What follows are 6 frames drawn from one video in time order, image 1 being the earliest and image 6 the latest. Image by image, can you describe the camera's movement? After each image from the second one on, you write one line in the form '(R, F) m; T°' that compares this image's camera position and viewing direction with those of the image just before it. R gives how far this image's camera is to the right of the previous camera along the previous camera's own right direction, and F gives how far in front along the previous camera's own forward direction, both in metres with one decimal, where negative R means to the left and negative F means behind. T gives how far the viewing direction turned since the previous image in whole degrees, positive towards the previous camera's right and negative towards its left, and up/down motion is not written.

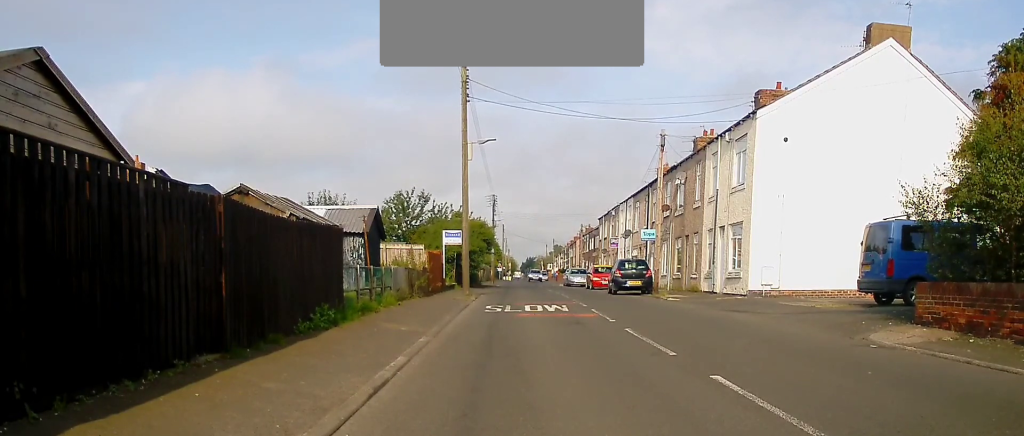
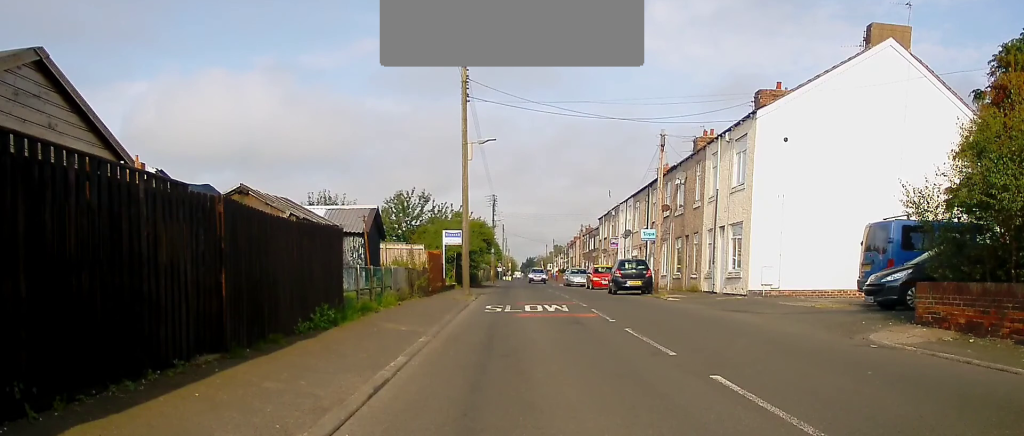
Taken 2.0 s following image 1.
(0.0, 0.0) m; 0°
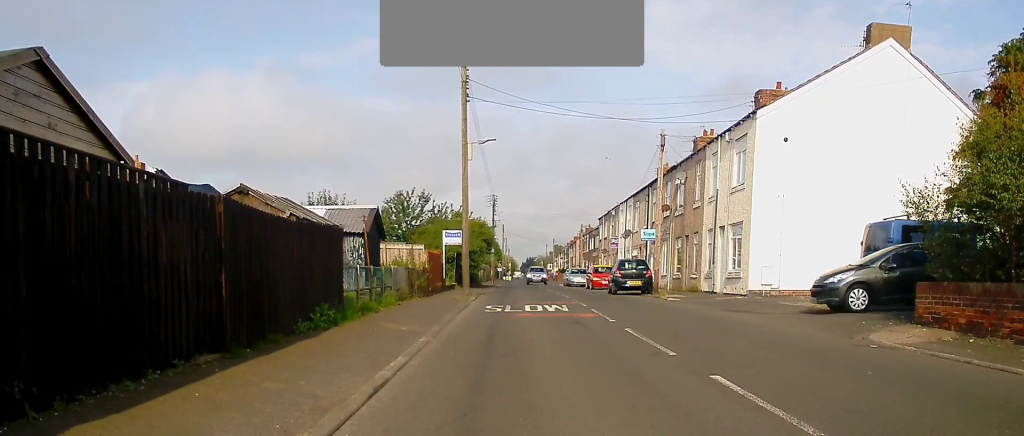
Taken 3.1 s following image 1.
(0.0, 0.0) m; 0°
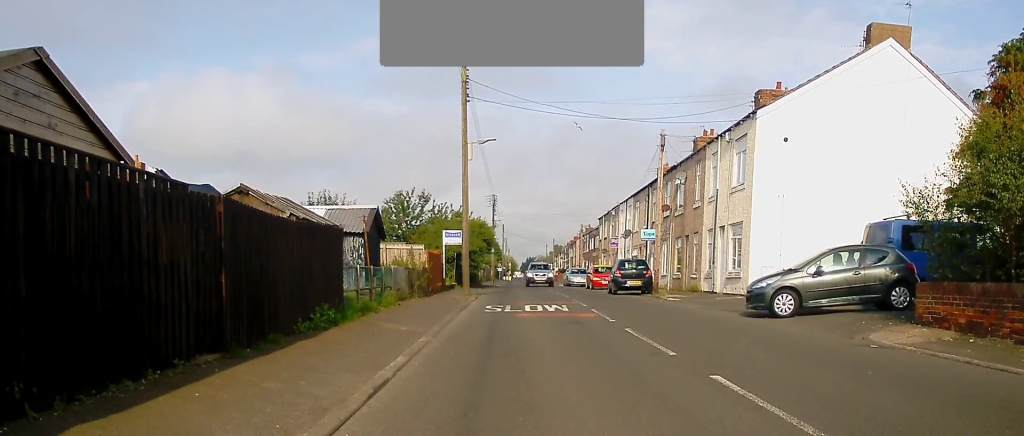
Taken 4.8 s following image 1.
(0.0, 0.0) m; 0°
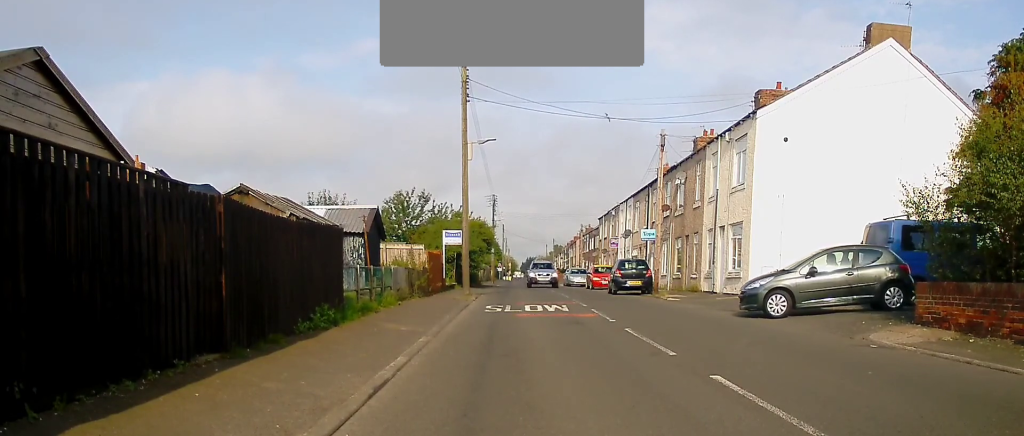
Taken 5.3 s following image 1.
(0.0, 0.0) m; 0°
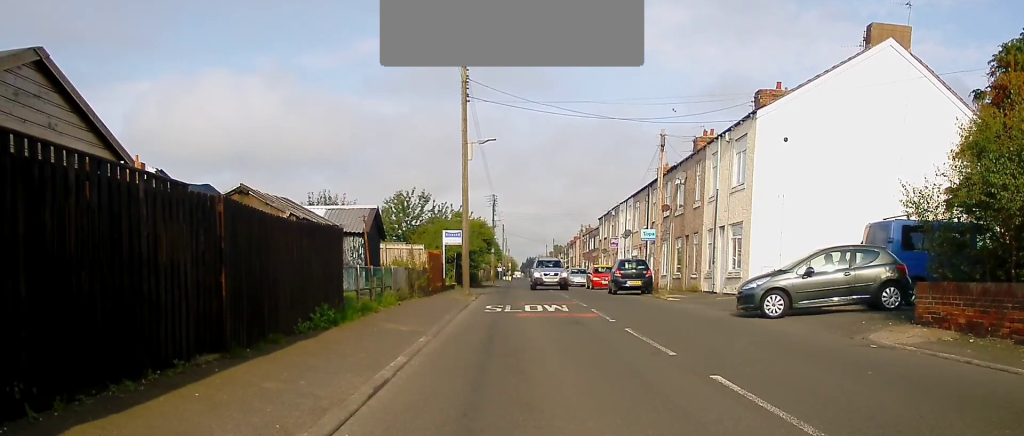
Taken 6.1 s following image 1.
(0.0, 0.0) m; 0°
